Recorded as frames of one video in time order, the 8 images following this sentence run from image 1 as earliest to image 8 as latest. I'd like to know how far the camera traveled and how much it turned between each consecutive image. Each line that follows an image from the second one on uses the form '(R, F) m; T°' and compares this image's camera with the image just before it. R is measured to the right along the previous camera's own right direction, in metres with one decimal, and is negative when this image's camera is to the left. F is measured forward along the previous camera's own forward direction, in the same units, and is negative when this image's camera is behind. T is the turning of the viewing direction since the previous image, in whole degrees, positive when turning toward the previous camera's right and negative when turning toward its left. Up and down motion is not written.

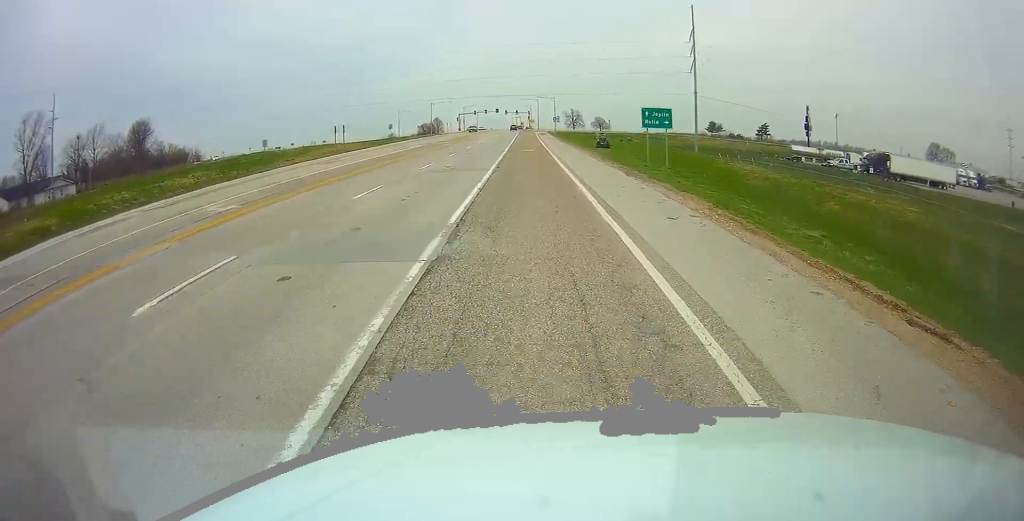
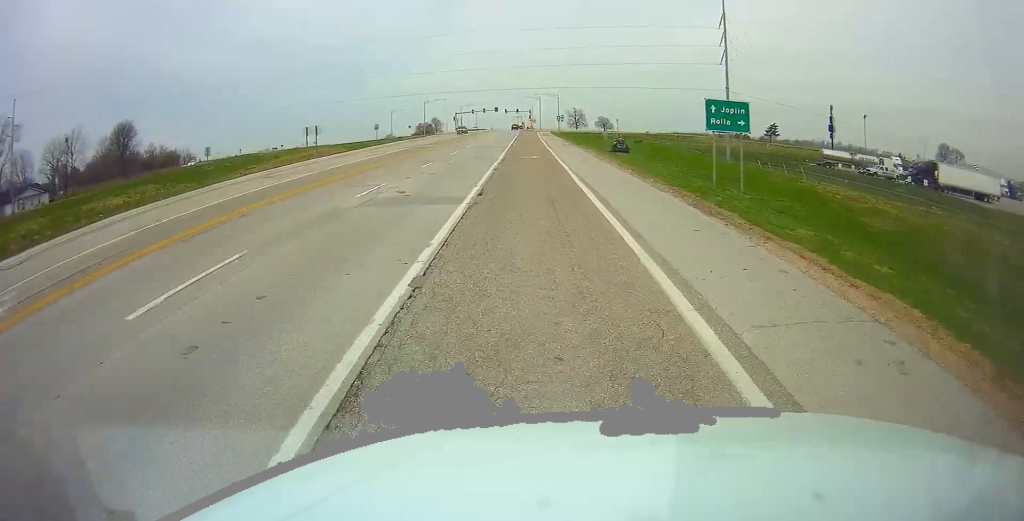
(0.0, +11.3) m; 0°
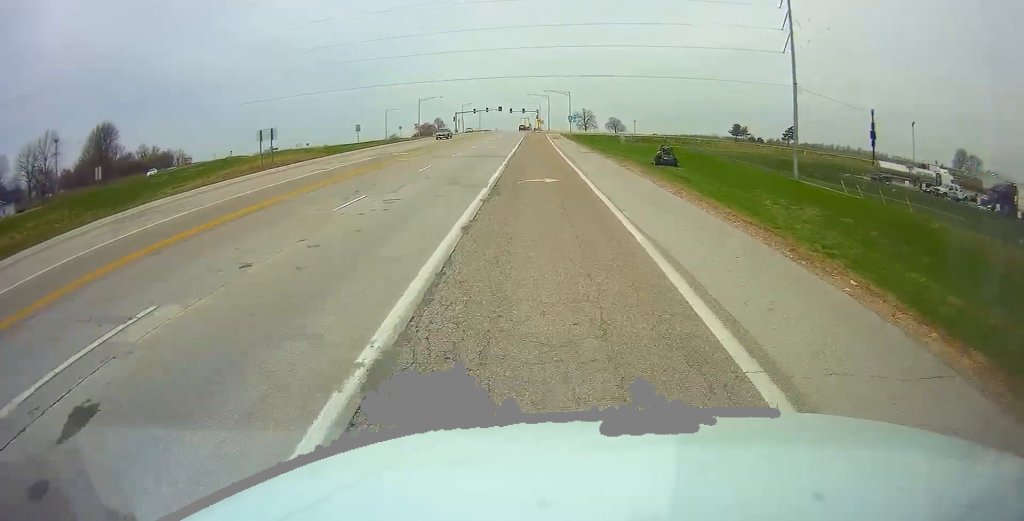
(-0.1, +15.1) m; 0°
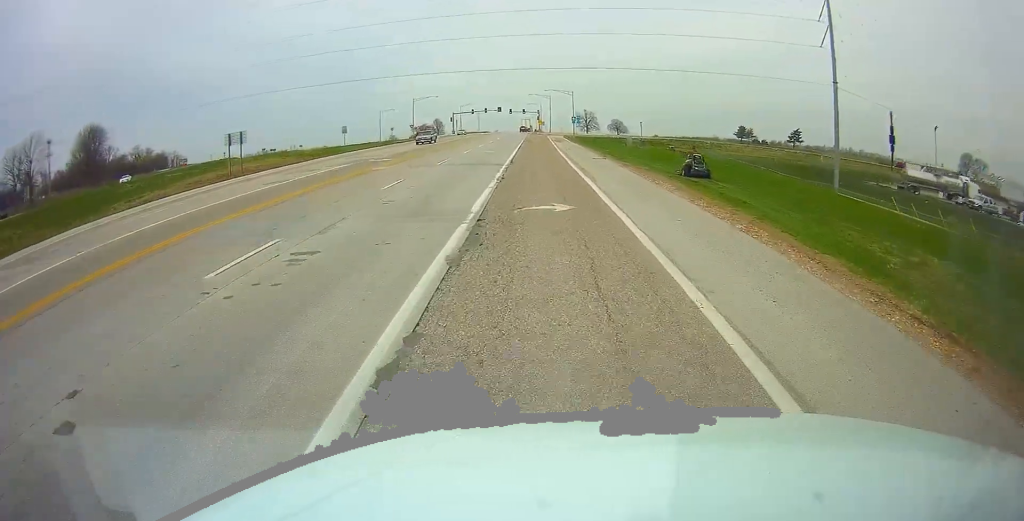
(-0.1, +6.9) m; 0°
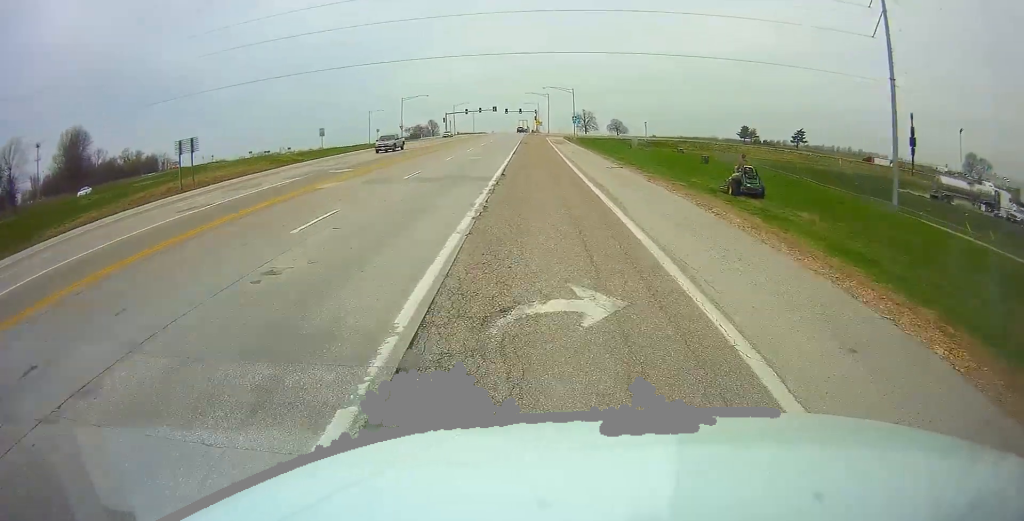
(+0.1, +8.1) m; 0°
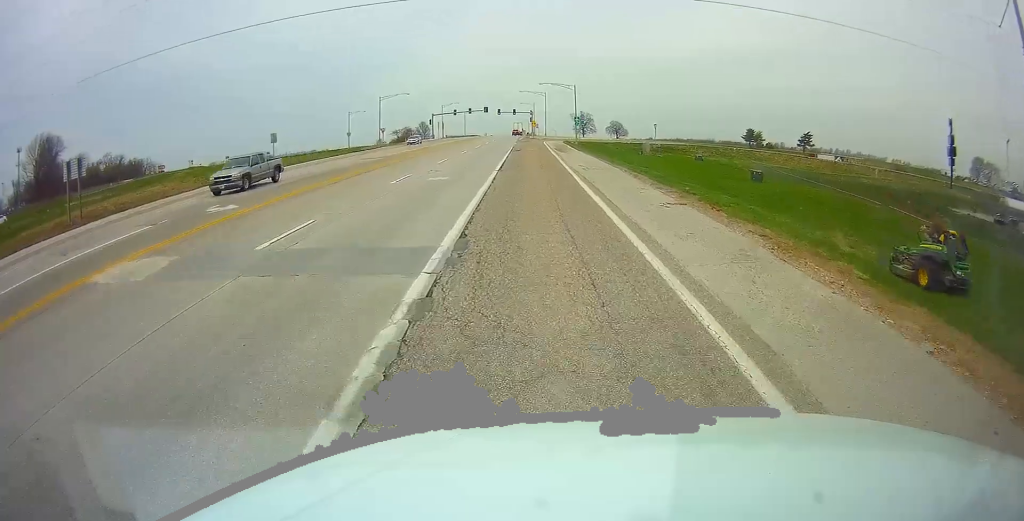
(0.0, +13.3) m; 0°
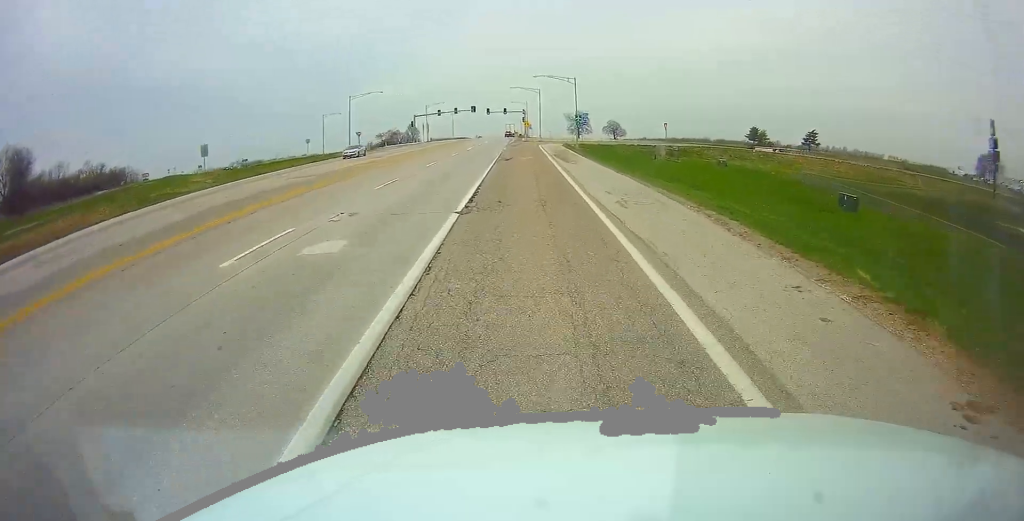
(-0.1, +13.1) m; 0°
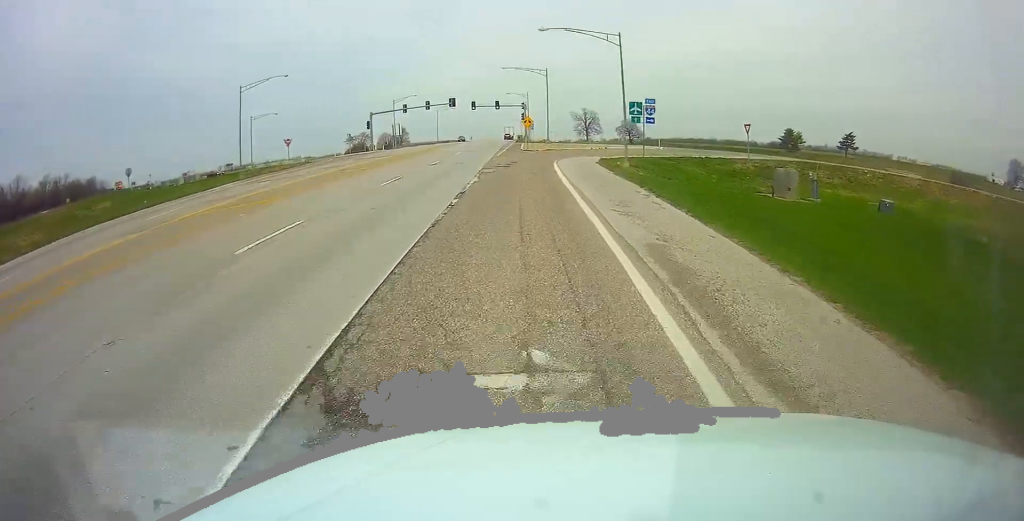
(+0.4, +35.4) m; 0°
